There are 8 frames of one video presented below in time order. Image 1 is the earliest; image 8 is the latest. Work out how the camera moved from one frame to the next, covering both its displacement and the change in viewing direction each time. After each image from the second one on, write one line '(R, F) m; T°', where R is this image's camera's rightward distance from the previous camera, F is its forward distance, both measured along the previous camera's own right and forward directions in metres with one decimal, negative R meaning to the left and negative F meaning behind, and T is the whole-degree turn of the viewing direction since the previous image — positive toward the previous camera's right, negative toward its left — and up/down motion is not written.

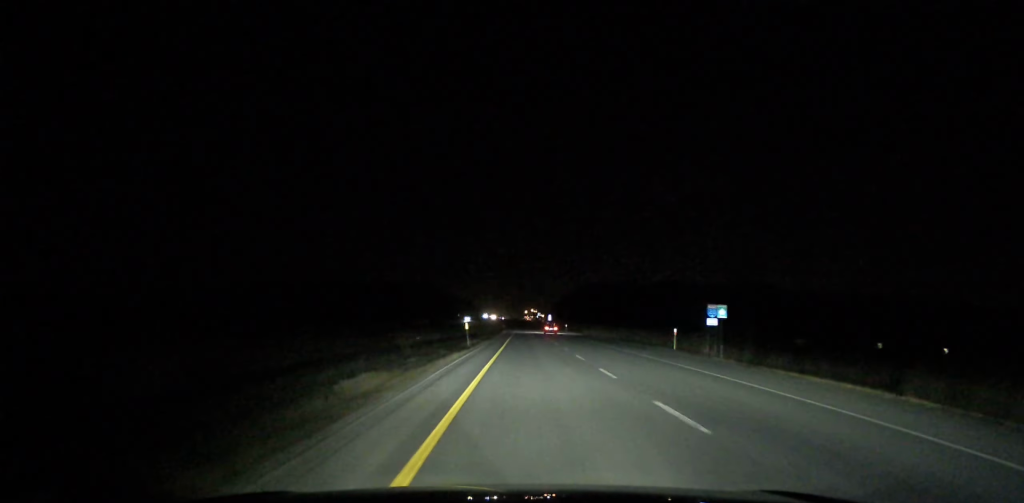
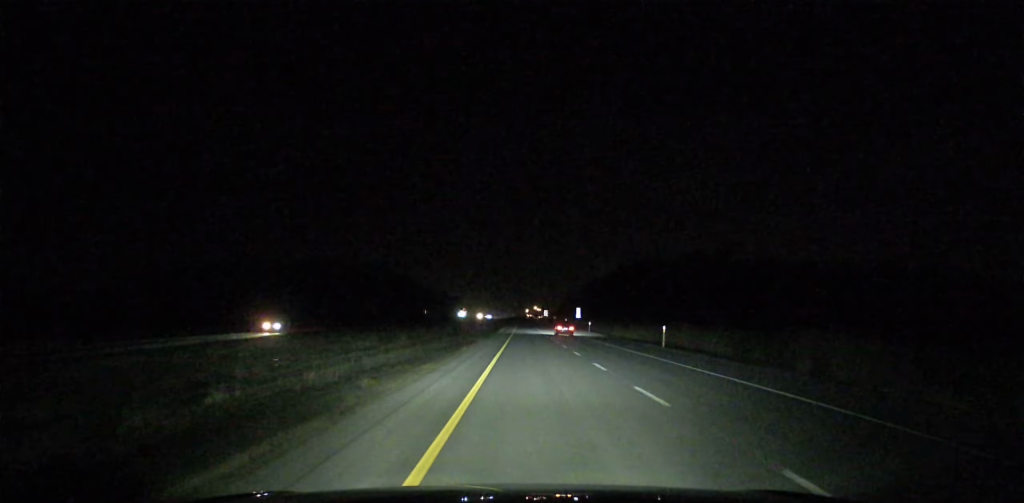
(+0.3, +162.4) m; 0°
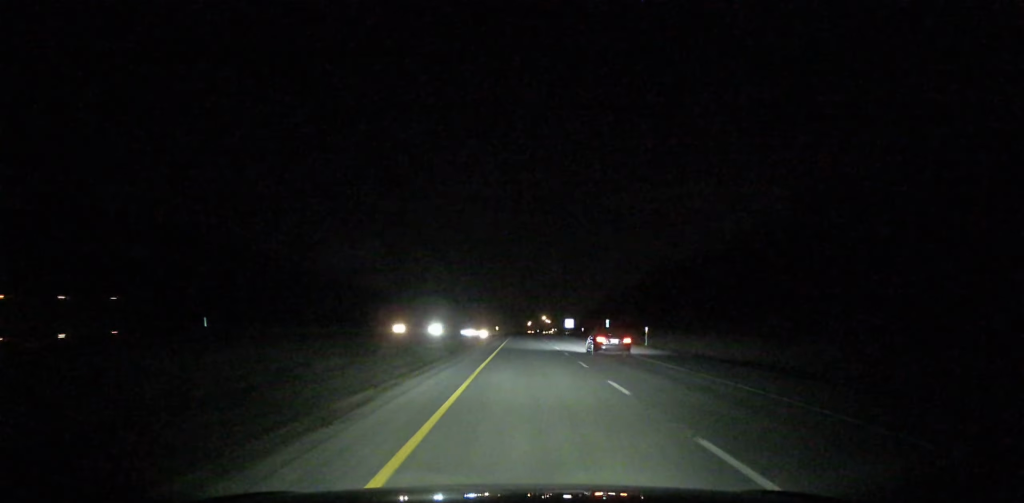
(0.0, +209.6) m; 0°
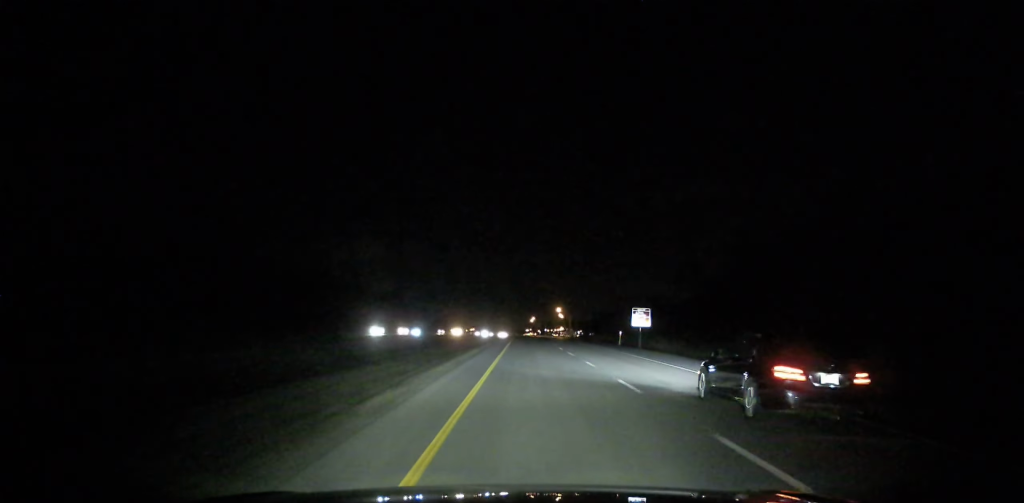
(-0.1, +124.6) m; 0°
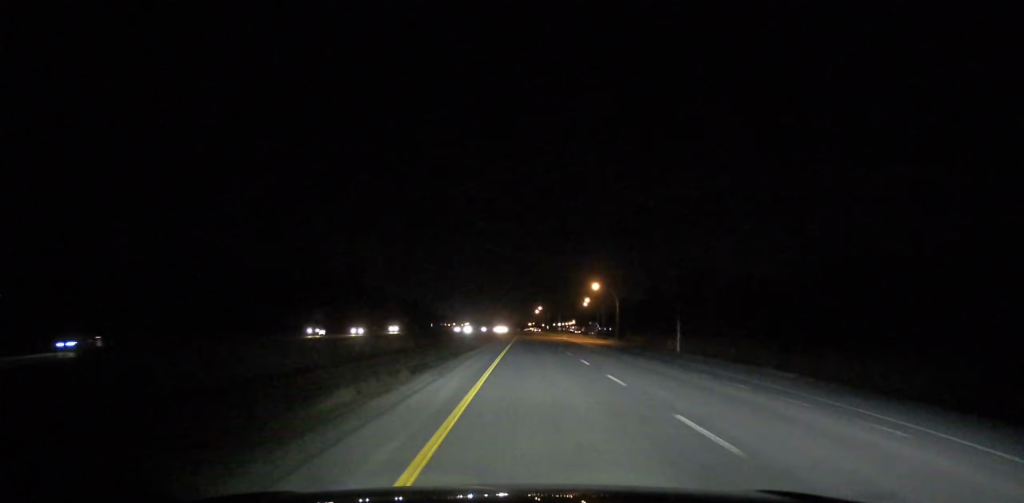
(-0.1, +97.1) m; 0°
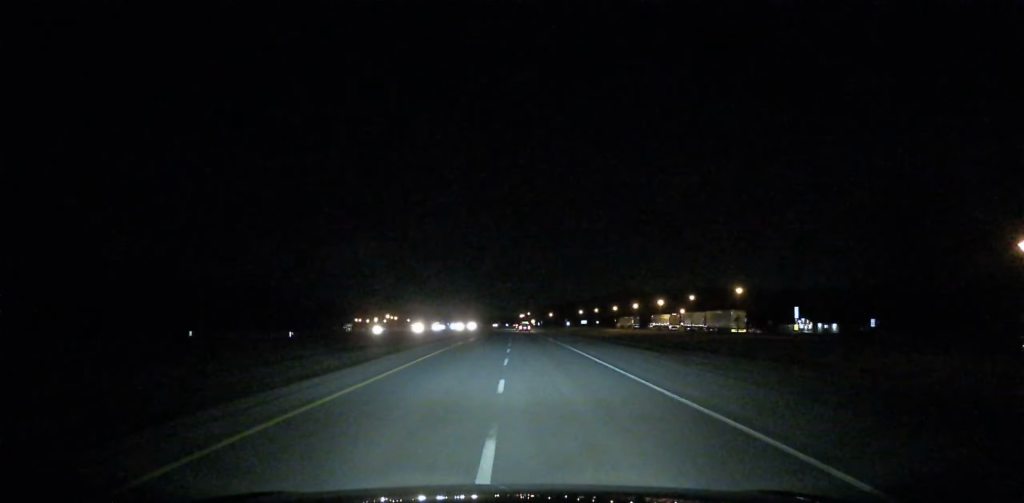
(+2.3, +312.9) m; +1°
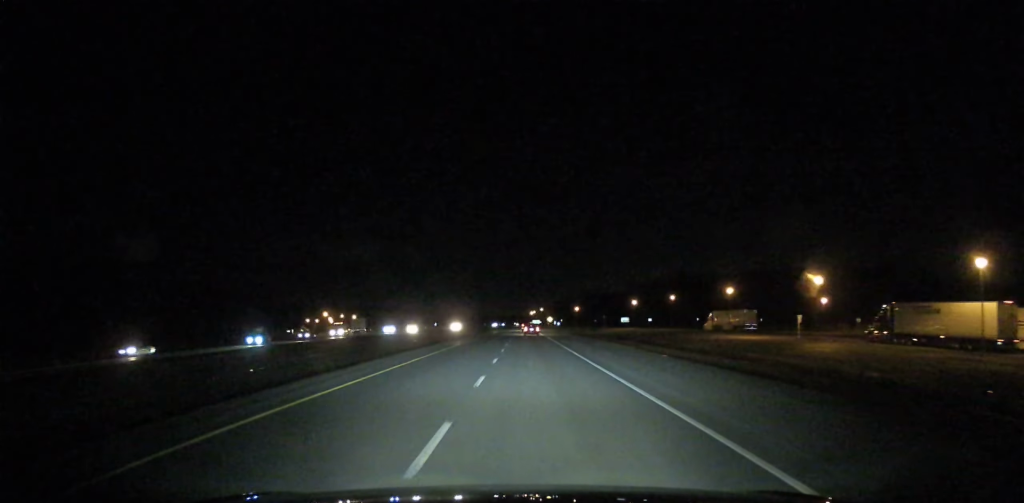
(+0.1, +75.2) m; 0°
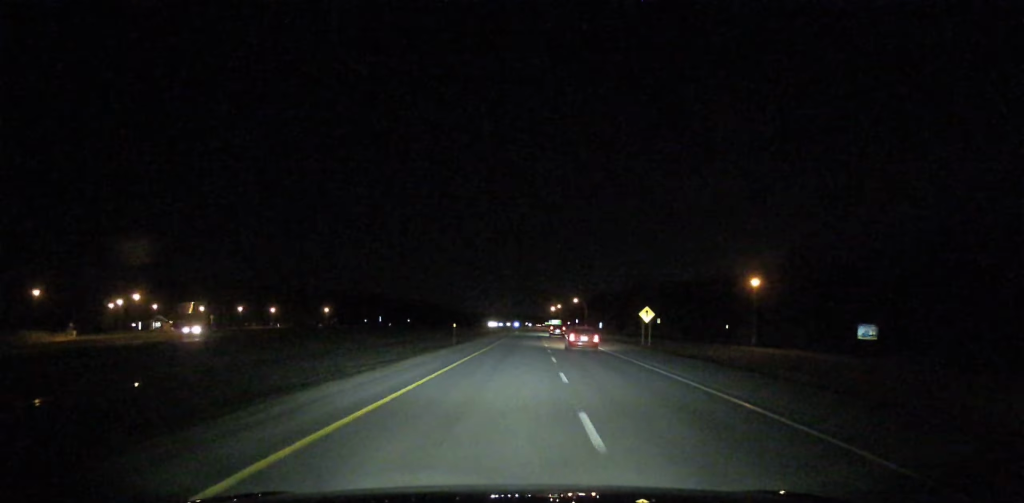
(-1.2, +173.5) m; -1°
